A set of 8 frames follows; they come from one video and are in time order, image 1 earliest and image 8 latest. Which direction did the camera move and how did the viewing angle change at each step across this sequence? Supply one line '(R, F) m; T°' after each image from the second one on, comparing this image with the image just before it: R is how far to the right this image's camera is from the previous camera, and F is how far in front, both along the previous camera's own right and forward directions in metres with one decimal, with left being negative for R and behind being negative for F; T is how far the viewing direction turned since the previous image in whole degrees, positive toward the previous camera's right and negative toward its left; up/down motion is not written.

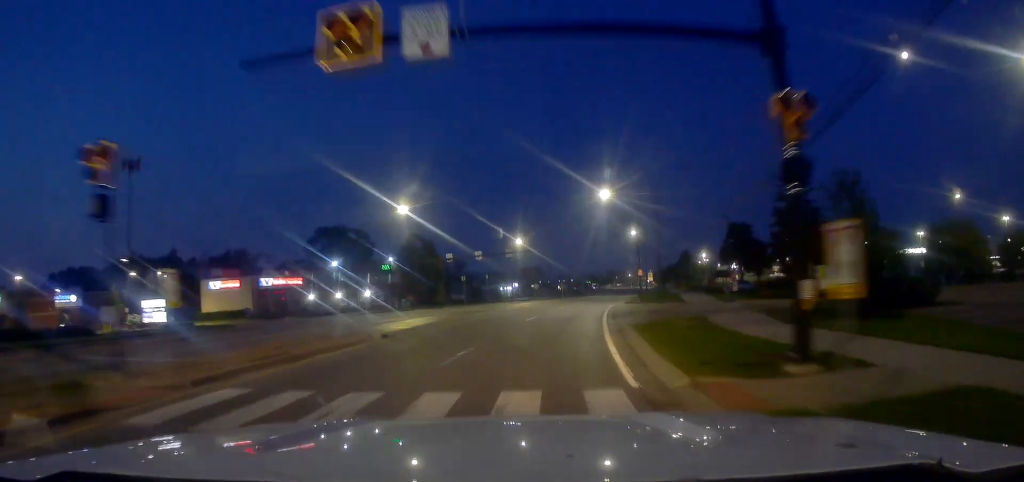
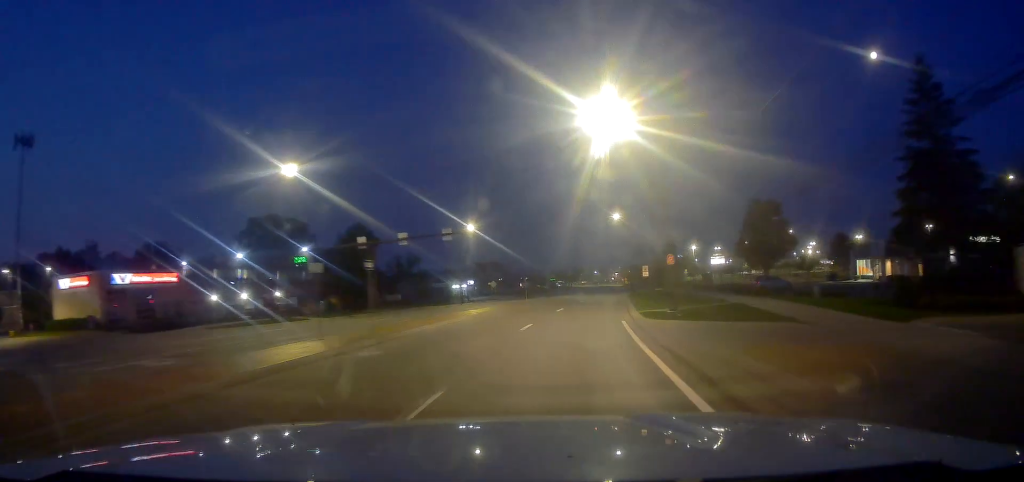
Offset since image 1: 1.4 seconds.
(+0.1, +21.9) m; +3°
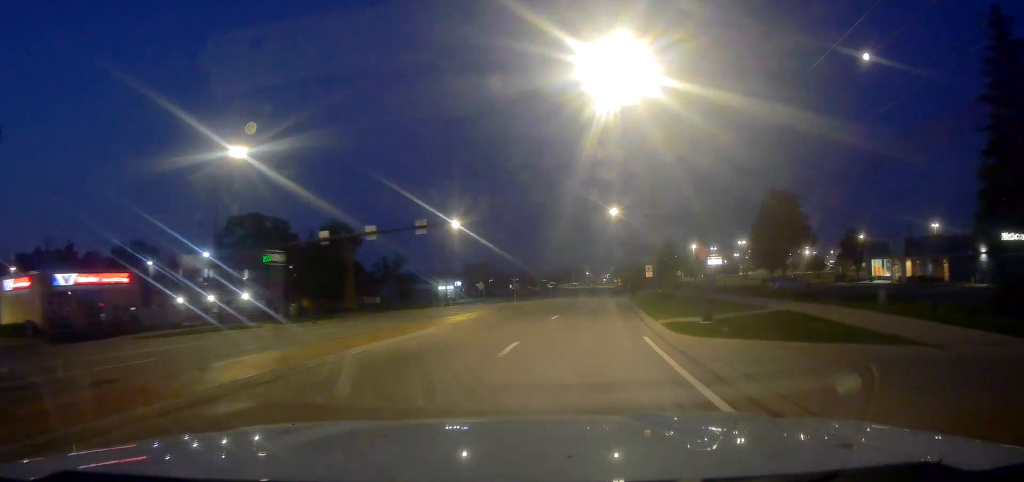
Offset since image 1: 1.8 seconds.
(+0.2, +6.7) m; +1°
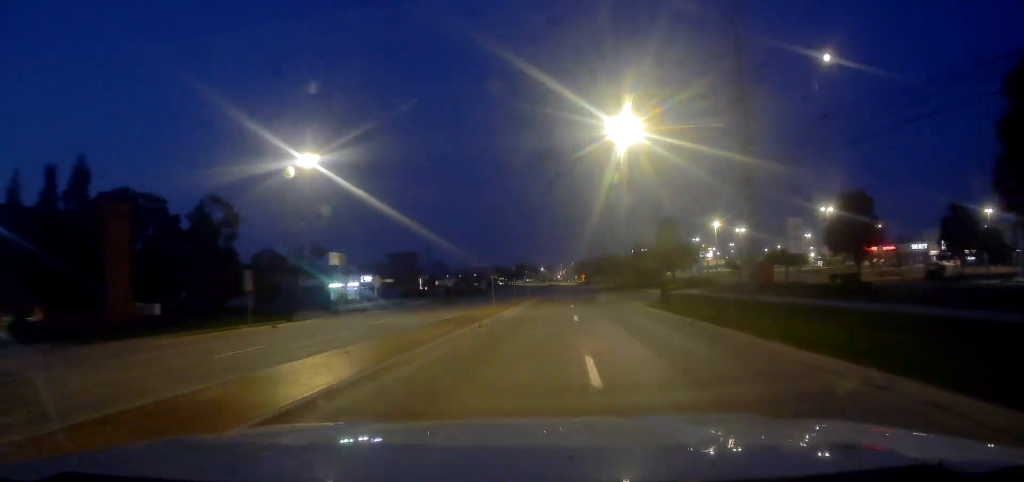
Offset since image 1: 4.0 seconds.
(0.0, +39.7) m; +3°
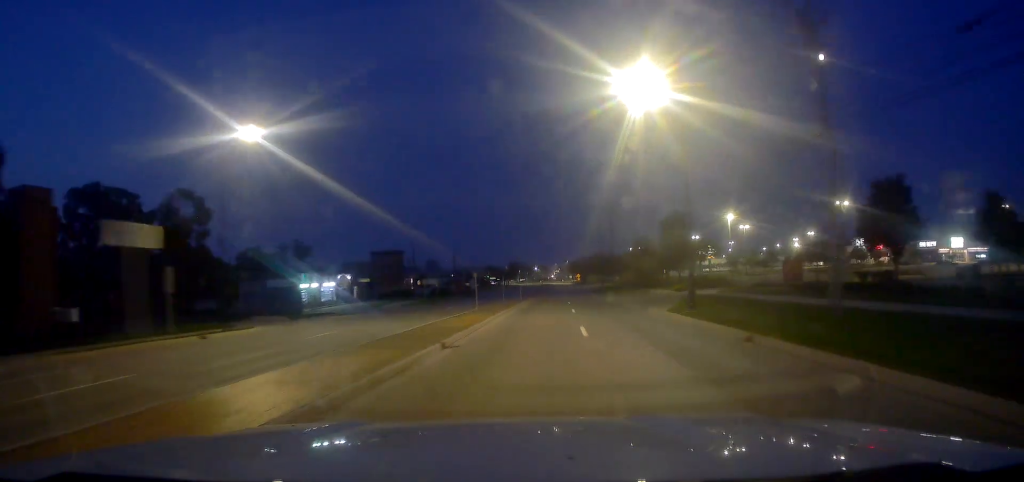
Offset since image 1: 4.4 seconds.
(+0.4, +8.0) m; +1°
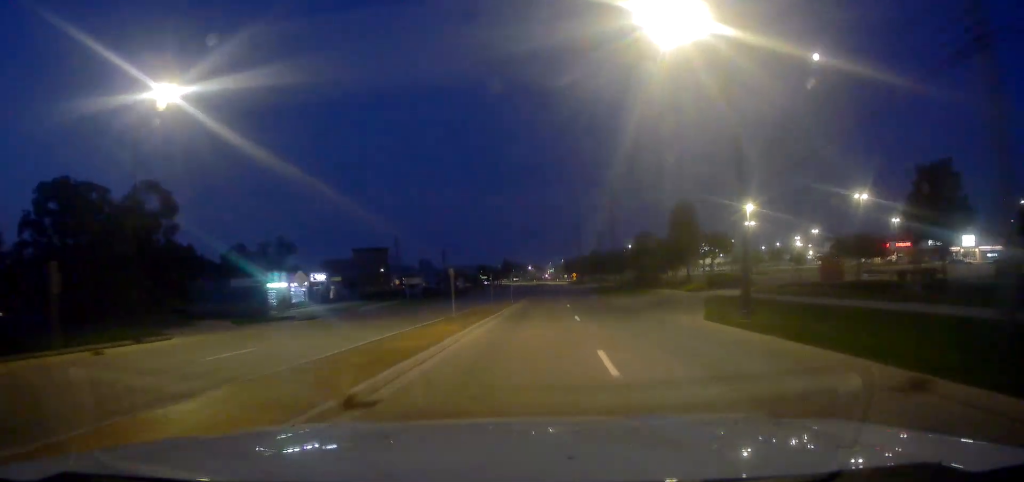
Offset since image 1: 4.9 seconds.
(+0.3, +8.0) m; +1°
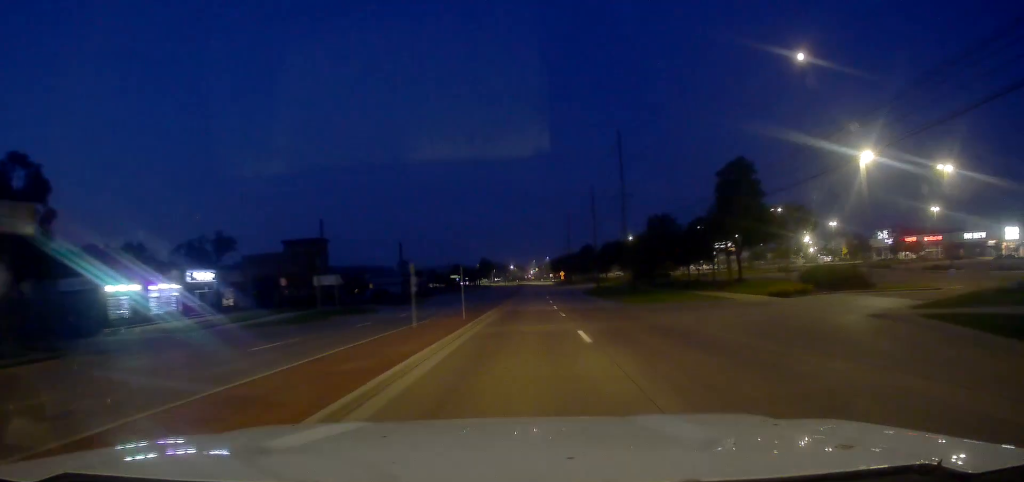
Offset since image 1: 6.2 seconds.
(-0.4, +25.5) m; 0°
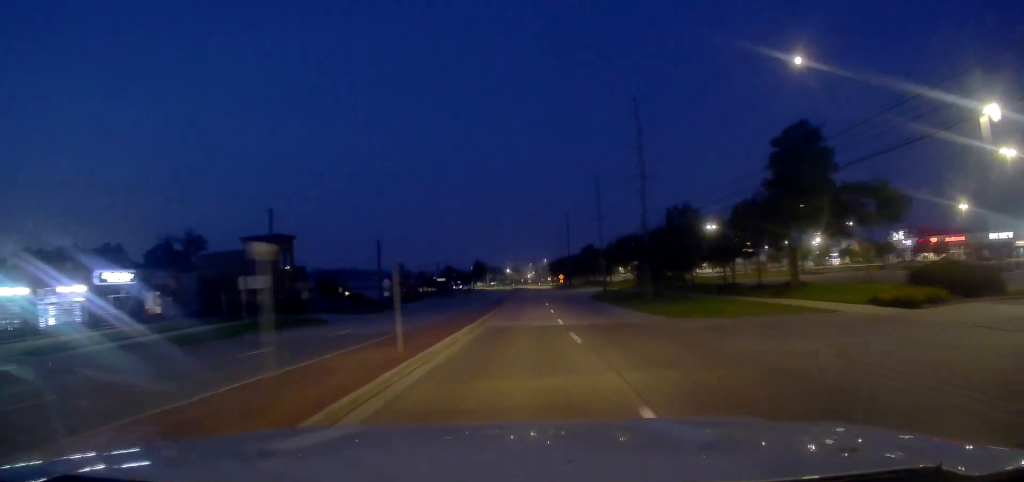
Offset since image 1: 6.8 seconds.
(-0.2, +12.5) m; +2°
